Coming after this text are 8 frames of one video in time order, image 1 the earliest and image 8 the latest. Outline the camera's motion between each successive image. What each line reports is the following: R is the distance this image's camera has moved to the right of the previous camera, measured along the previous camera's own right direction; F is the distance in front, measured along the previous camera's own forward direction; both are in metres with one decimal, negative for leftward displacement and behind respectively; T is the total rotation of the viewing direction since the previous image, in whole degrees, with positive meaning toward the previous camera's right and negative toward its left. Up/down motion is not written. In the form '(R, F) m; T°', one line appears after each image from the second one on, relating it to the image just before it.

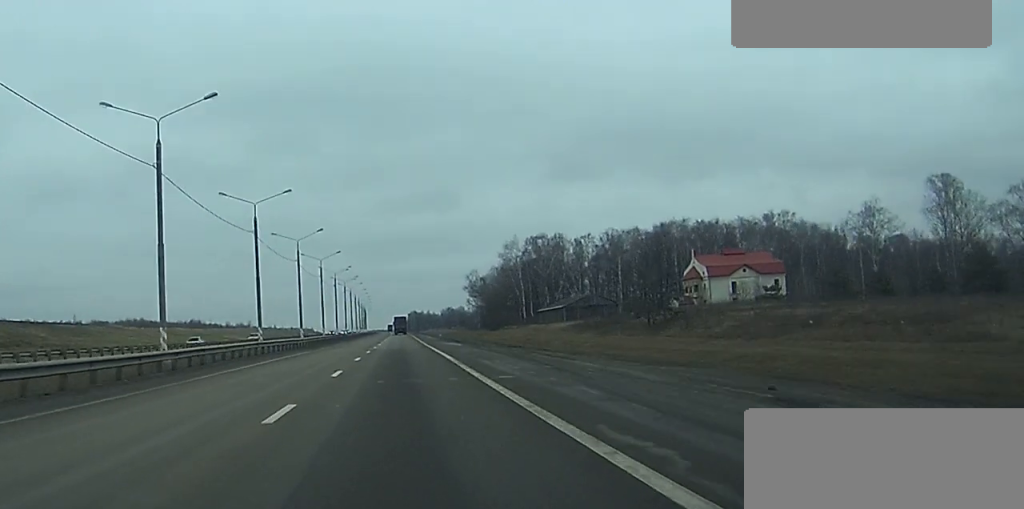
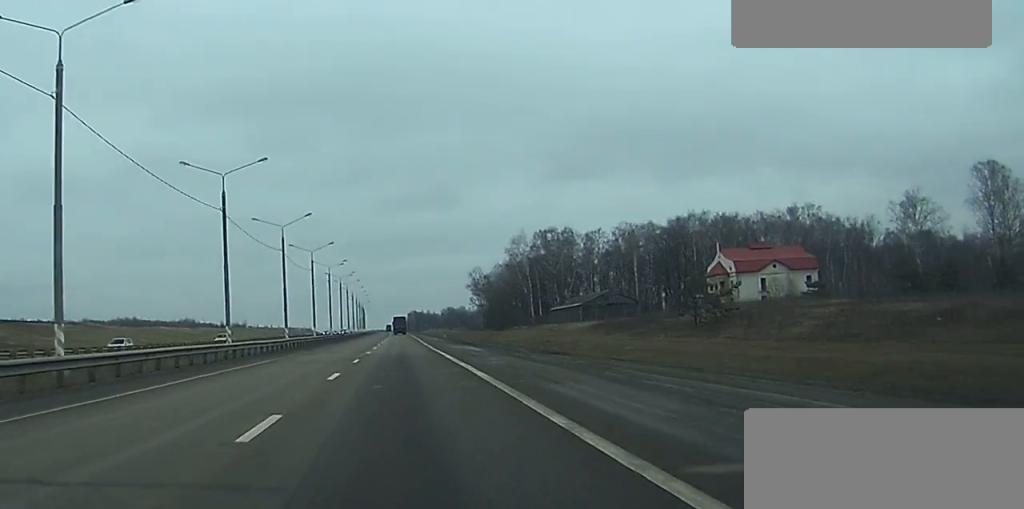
(0.0, +14.4) m; 0°
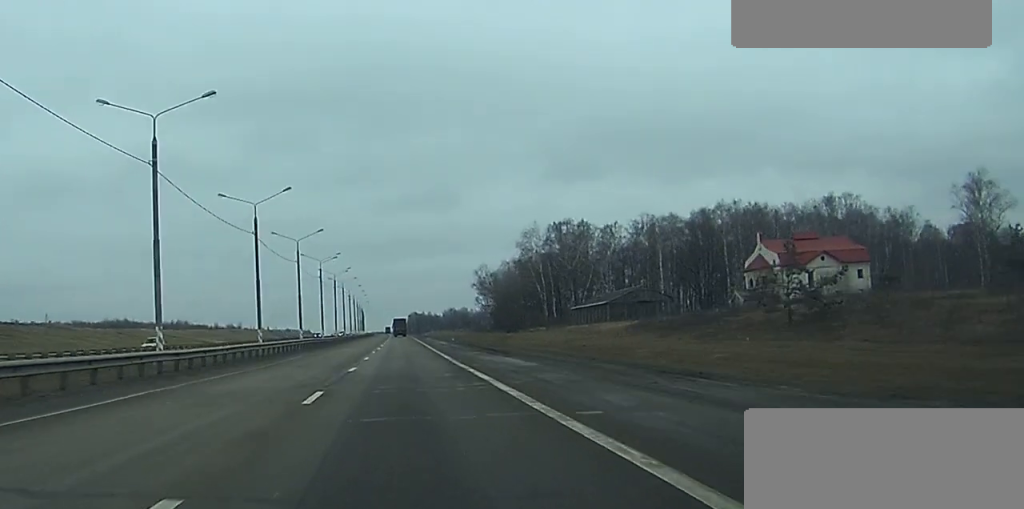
(0.0, +18.6) m; 0°
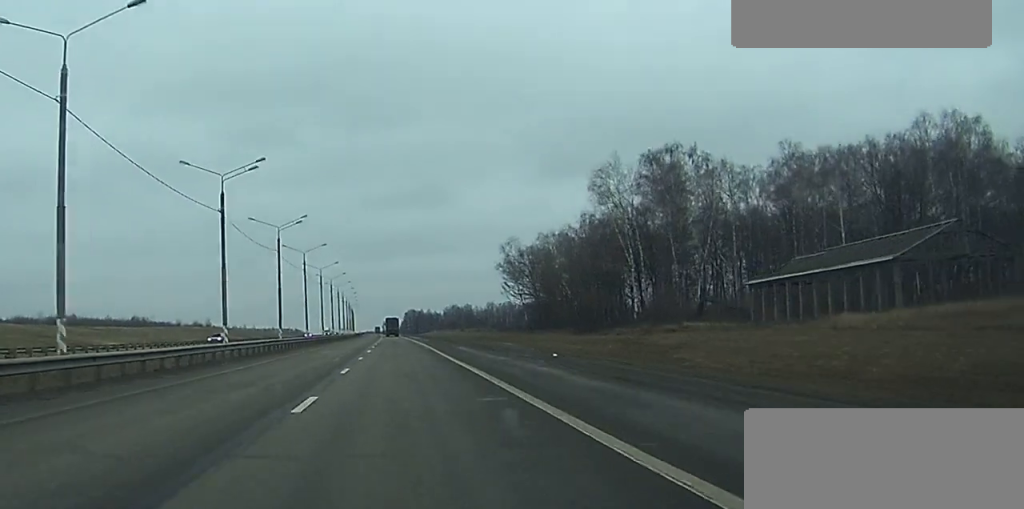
(0.0, +73.3) m; 0°
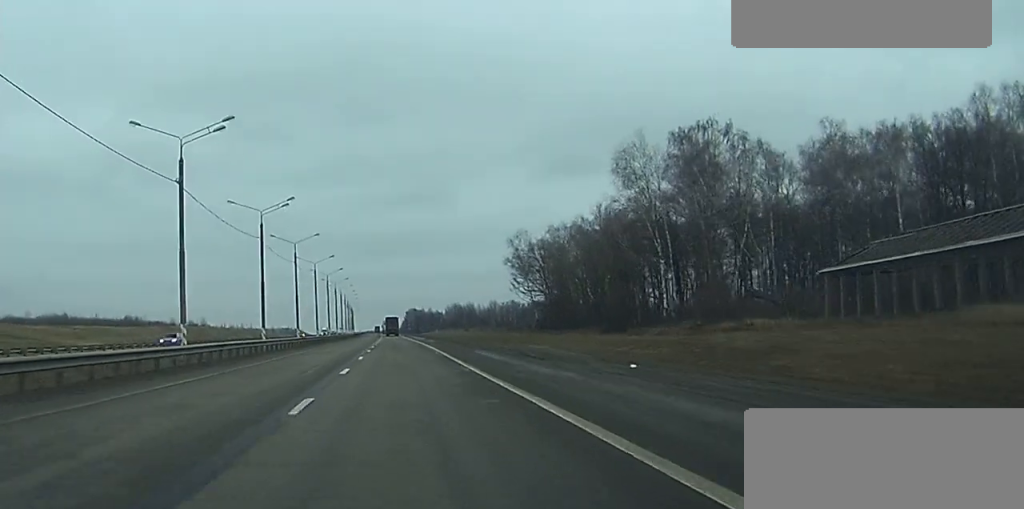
(0.0, +11.5) m; 0°
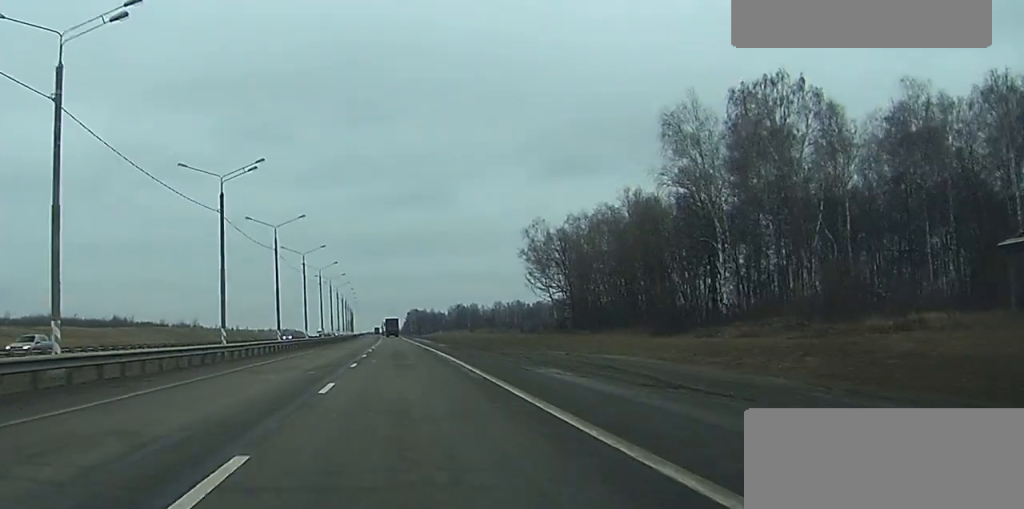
(0.0, +17.4) m; 0°
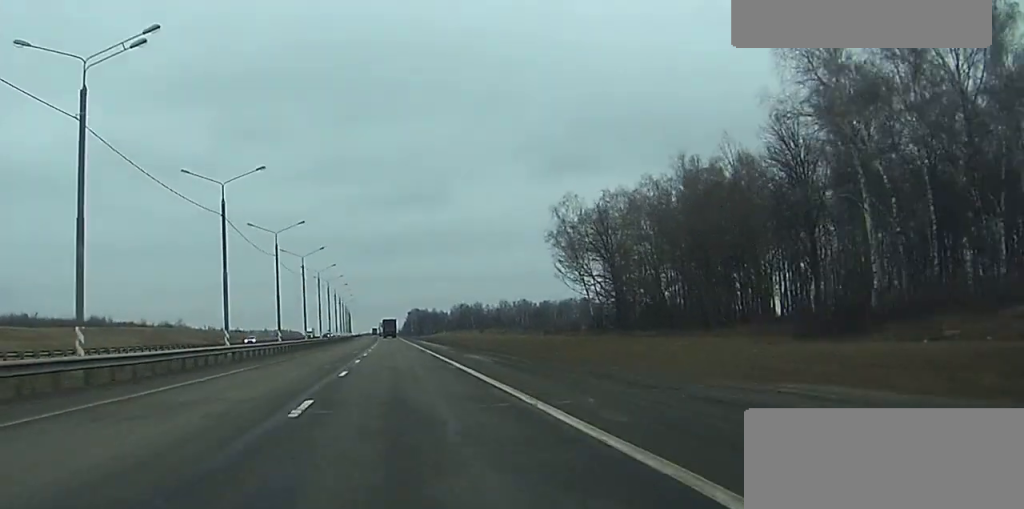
(0.0, +27.5) m; 0°
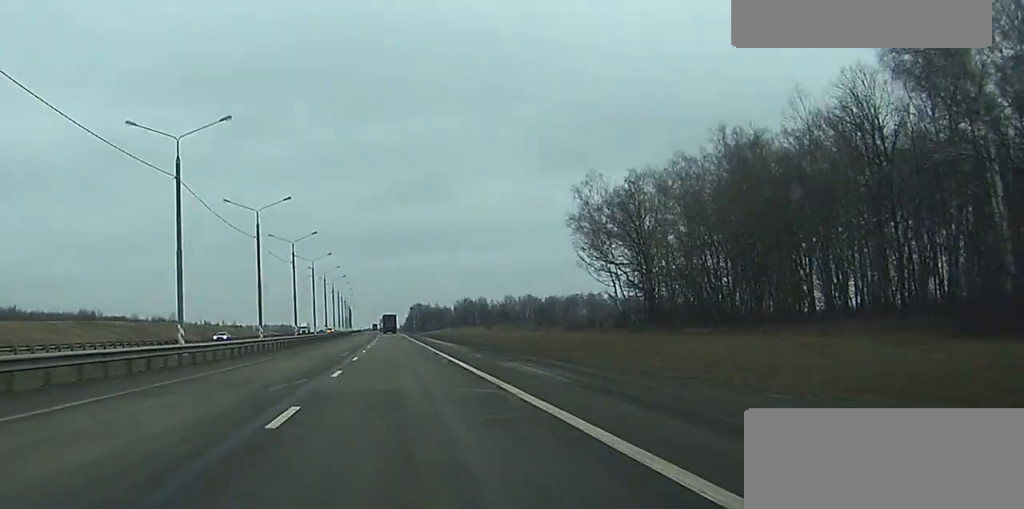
(0.0, +15.9) m; 0°
